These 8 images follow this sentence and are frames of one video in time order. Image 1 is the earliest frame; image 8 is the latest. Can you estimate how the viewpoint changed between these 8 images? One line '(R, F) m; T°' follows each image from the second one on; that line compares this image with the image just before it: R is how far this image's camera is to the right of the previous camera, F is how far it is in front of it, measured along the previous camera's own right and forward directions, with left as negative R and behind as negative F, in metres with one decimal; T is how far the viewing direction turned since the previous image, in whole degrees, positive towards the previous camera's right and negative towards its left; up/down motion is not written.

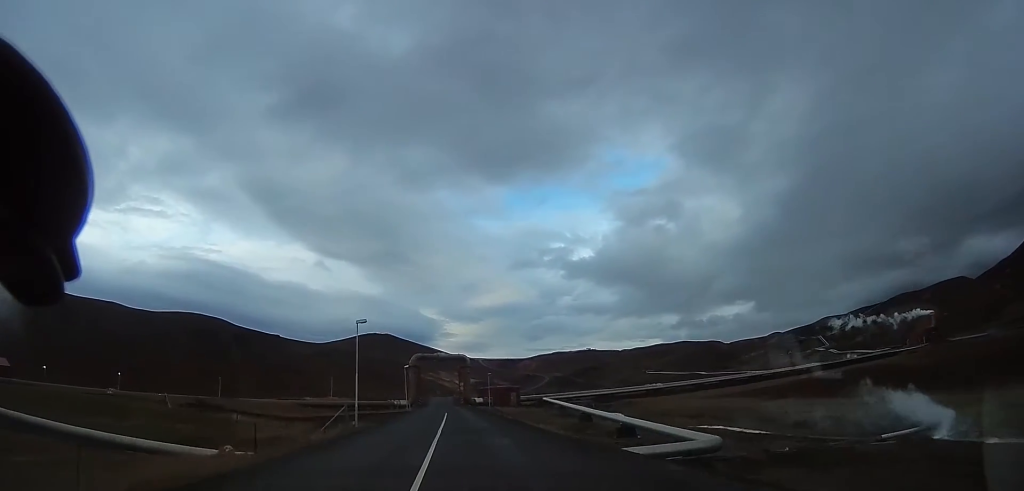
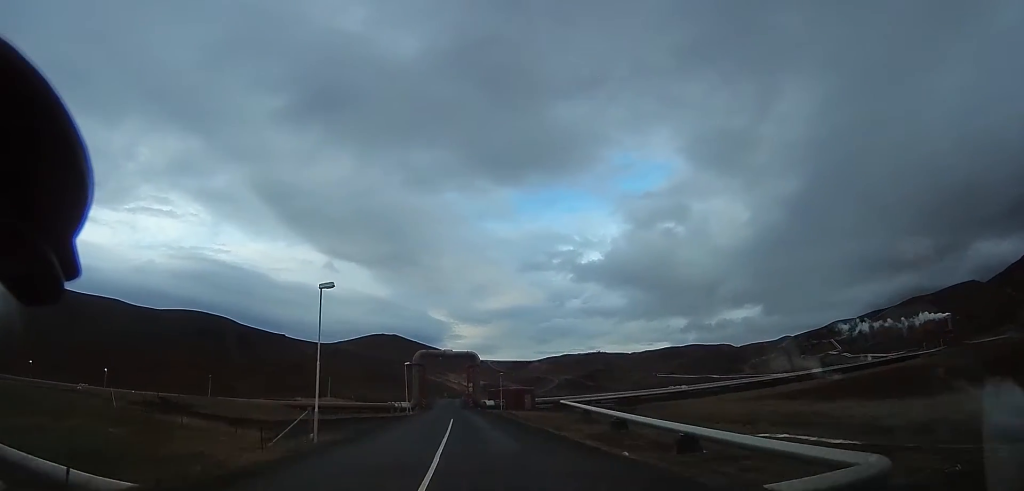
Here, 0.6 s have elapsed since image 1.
(-0.4, +8.3) m; -2°
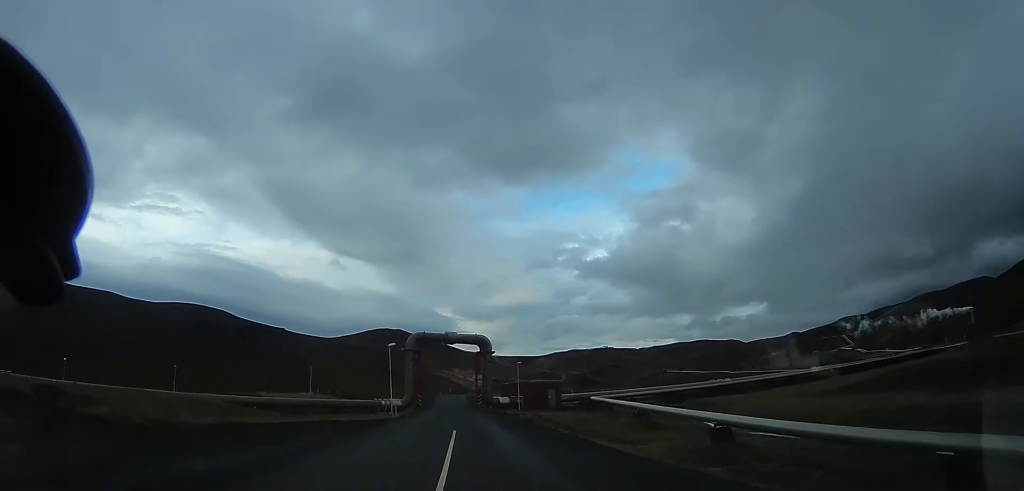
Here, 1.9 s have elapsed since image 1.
(-0.2, +15.8) m; -1°
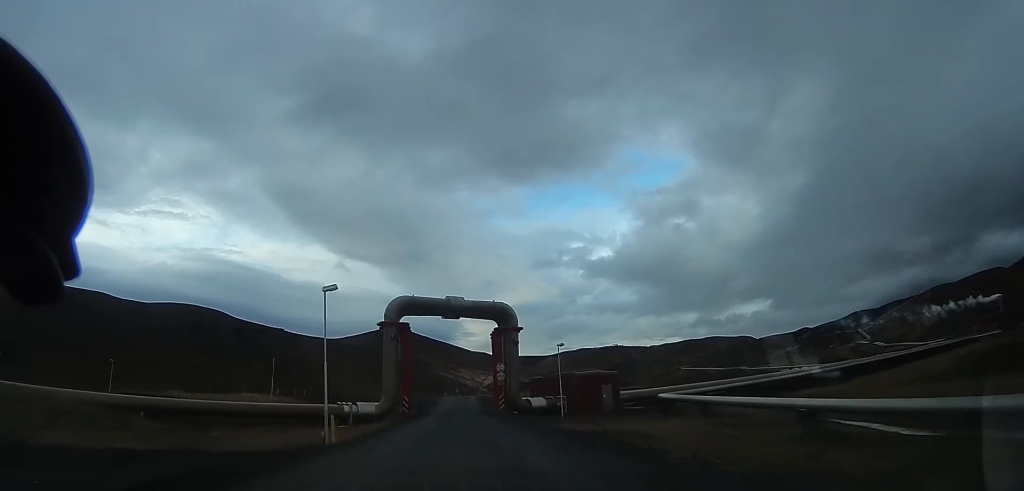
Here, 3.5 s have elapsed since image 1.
(0.0, +20.3) m; 0°
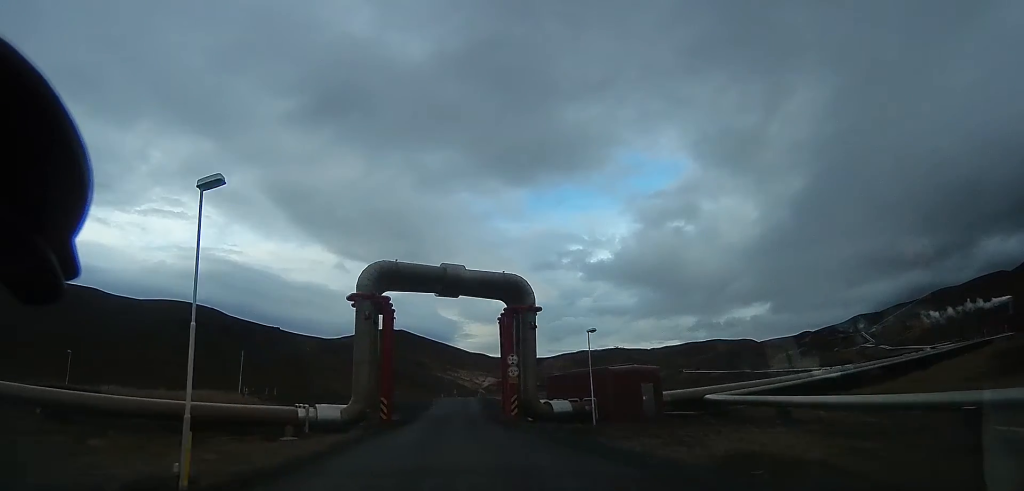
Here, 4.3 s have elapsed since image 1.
(0.0, +9.3) m; 0°
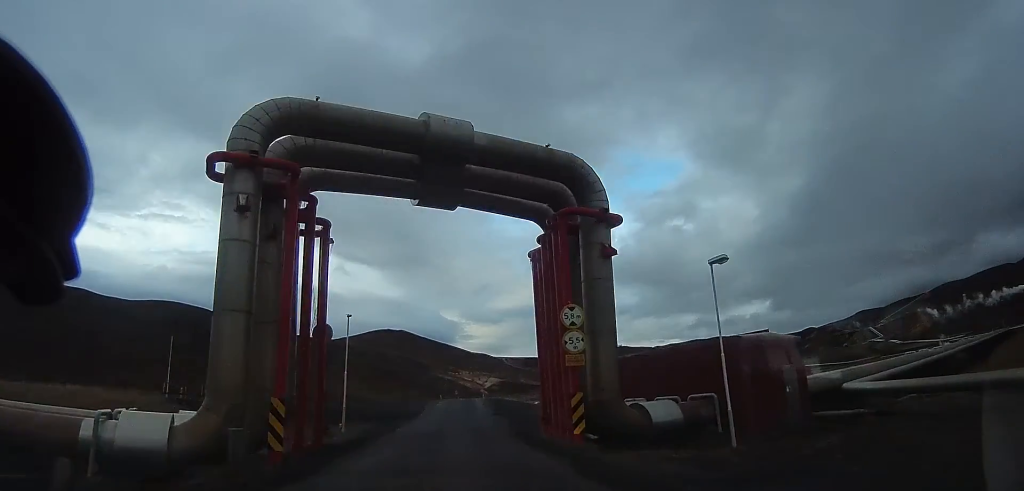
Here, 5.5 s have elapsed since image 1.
(-0.2, +15.0) m; +1°
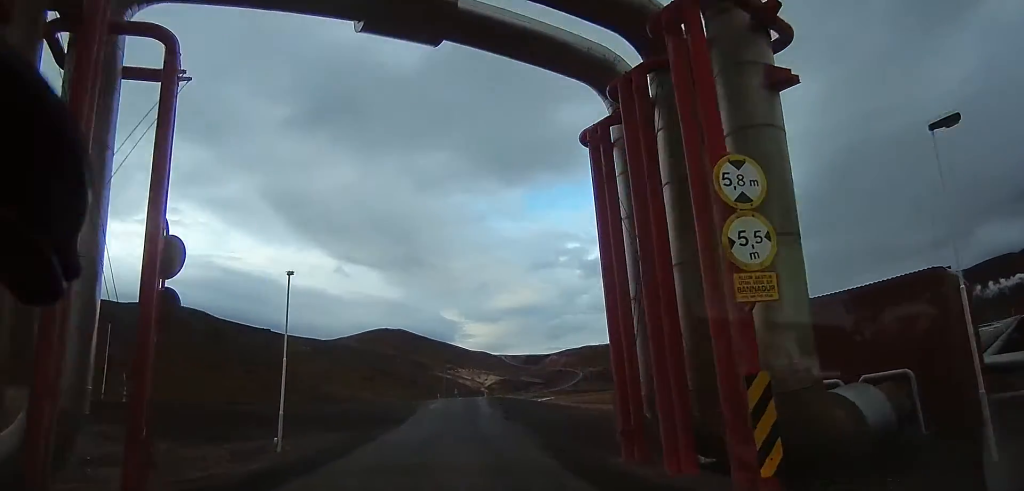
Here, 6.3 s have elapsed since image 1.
(+0.2, +8.5) m; +1°
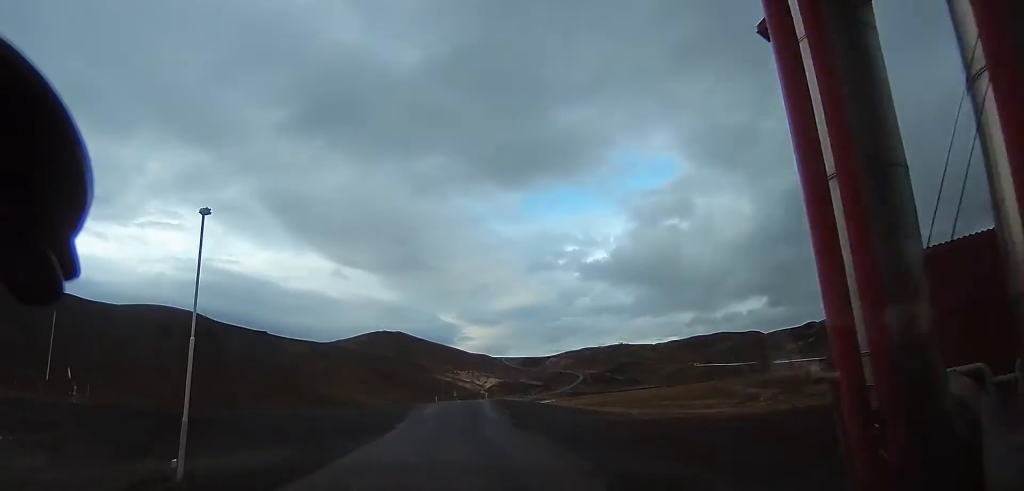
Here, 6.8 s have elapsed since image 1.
(+0.4, +5.8) m; 0°
